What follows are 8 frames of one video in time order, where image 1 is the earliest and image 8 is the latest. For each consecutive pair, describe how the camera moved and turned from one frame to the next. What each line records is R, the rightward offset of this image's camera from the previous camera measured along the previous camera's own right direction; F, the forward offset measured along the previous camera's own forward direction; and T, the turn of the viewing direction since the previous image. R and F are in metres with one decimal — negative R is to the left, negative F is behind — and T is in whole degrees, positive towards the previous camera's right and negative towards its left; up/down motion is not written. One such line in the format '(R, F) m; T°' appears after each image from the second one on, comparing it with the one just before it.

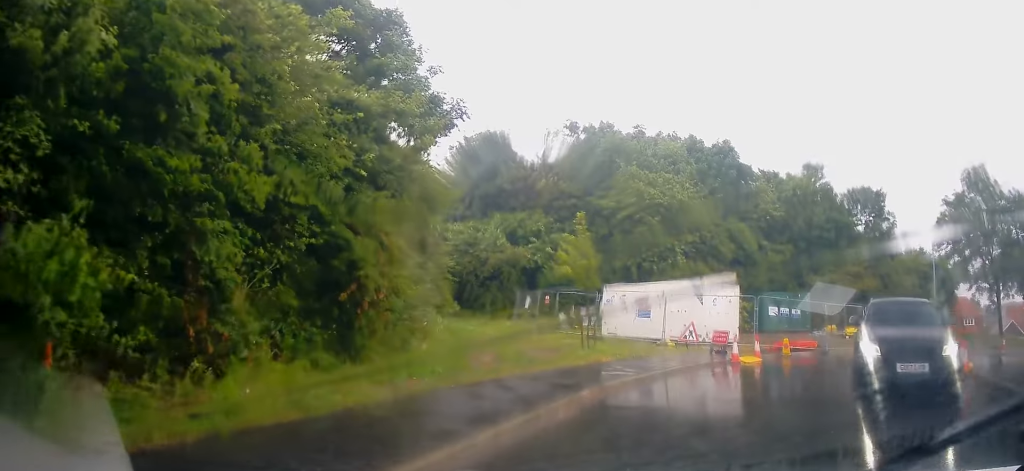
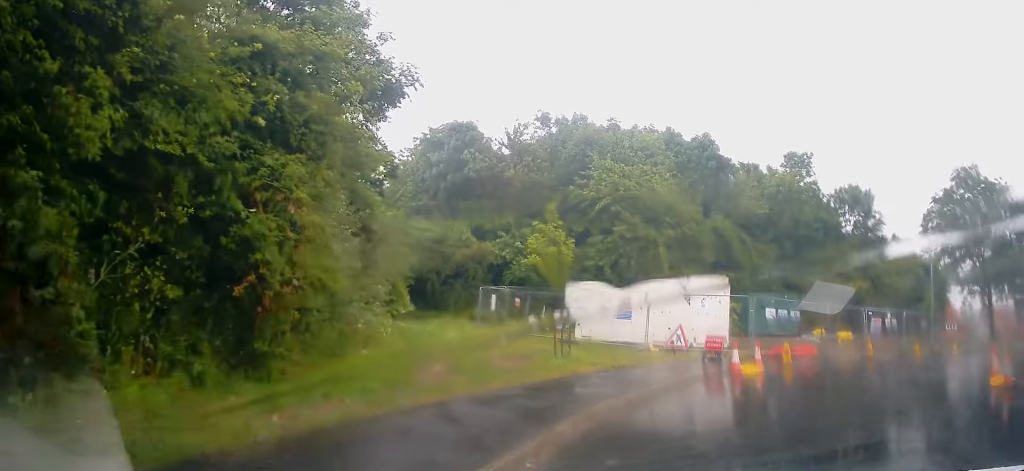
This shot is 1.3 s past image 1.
(-0.1, +3.1) m; +6°
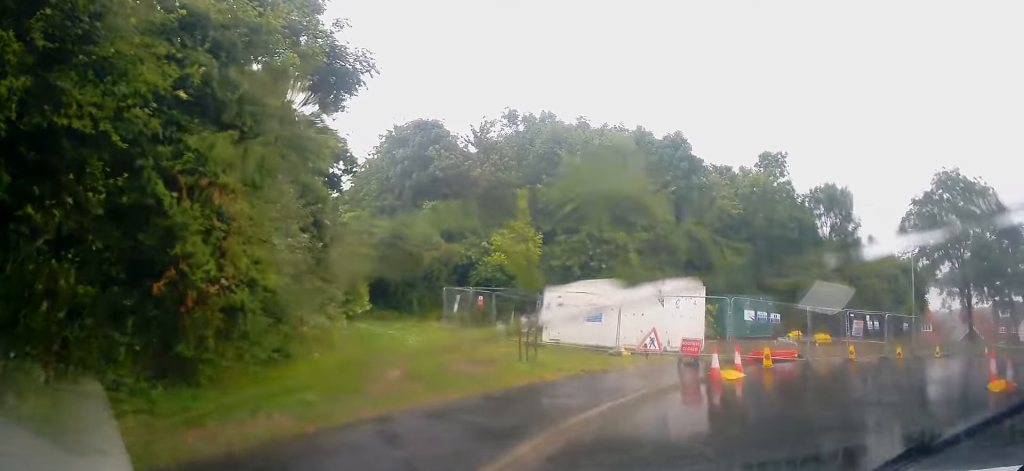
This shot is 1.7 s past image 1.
(-0.2, +0.9) m; +8°
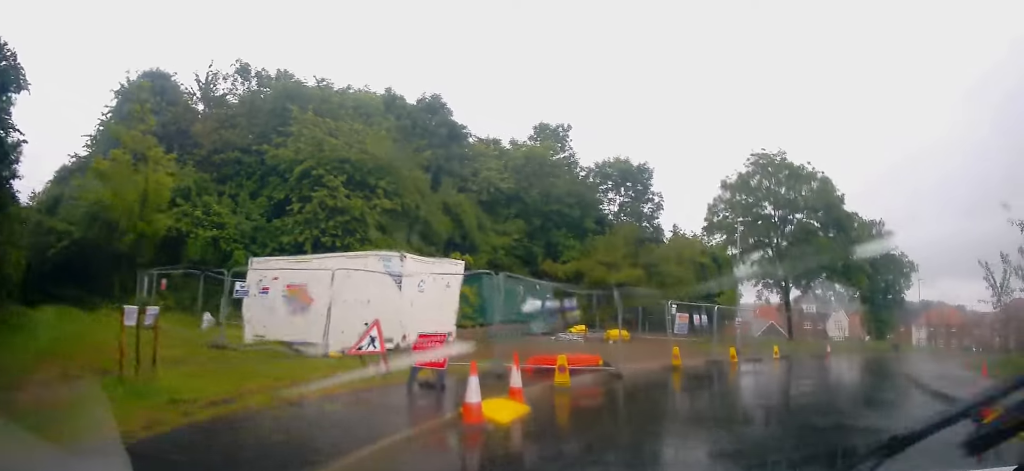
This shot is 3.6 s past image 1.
(+0.5, +6.1) m; +13°
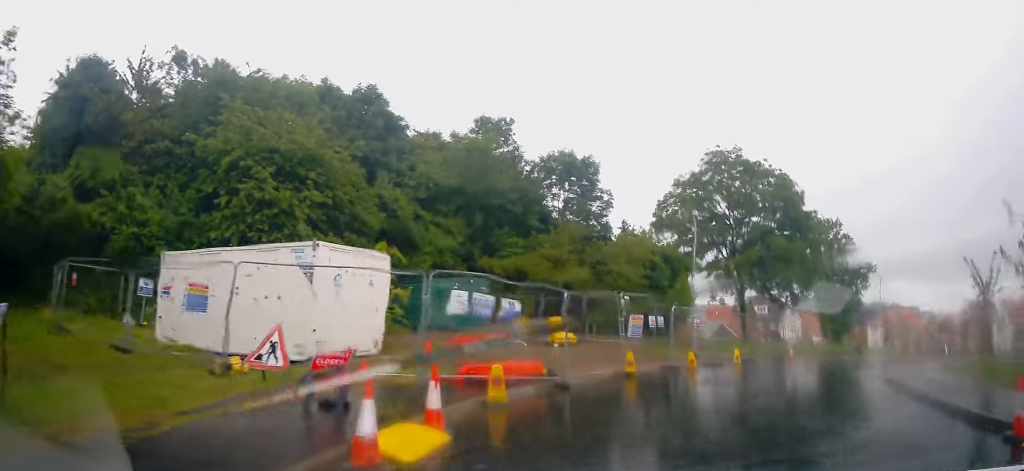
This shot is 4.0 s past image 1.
(+0.2, +1.7) m; +6°
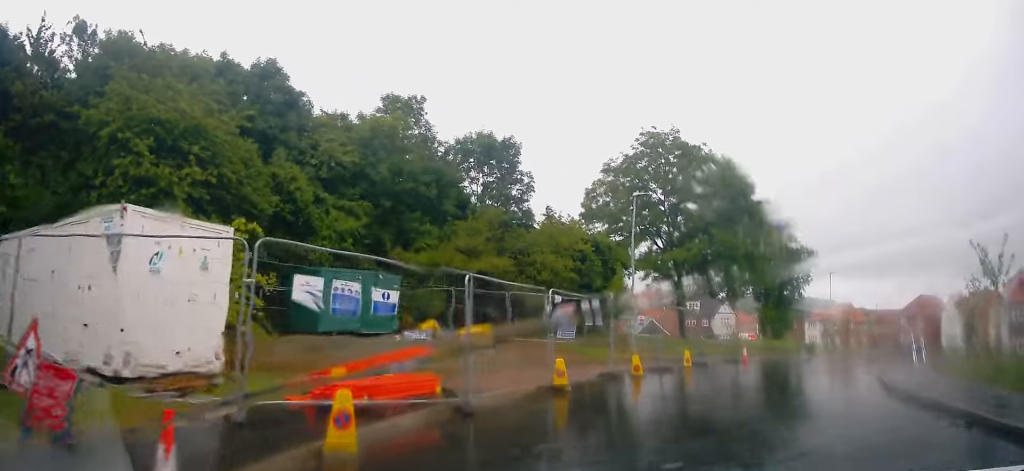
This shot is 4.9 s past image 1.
(+0.7, +3.7) m; +12°
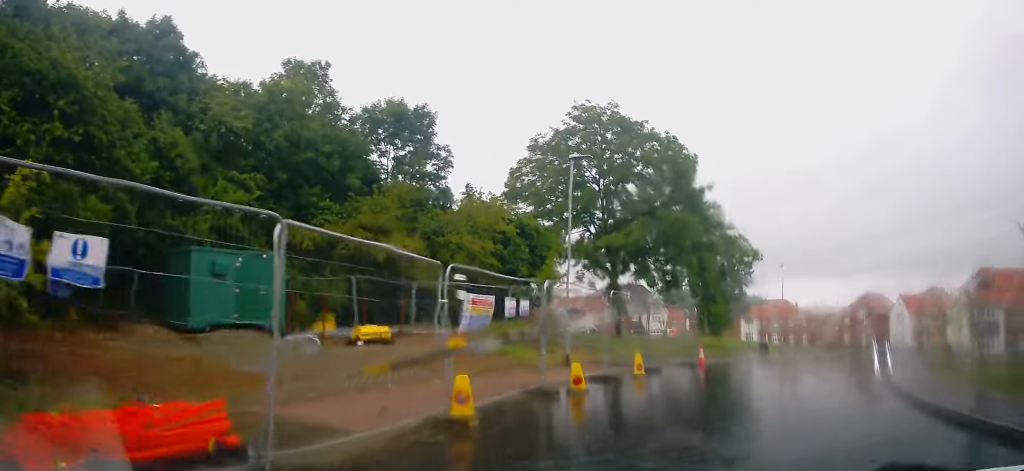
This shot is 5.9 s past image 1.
(+0.1, +4.4) m; +5°
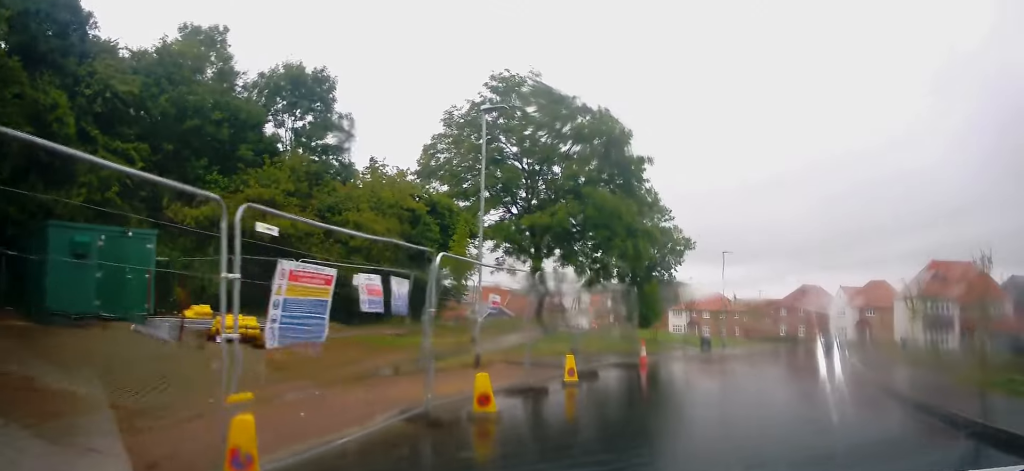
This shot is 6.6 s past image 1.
(+0.2, +3.7) m; +7°
